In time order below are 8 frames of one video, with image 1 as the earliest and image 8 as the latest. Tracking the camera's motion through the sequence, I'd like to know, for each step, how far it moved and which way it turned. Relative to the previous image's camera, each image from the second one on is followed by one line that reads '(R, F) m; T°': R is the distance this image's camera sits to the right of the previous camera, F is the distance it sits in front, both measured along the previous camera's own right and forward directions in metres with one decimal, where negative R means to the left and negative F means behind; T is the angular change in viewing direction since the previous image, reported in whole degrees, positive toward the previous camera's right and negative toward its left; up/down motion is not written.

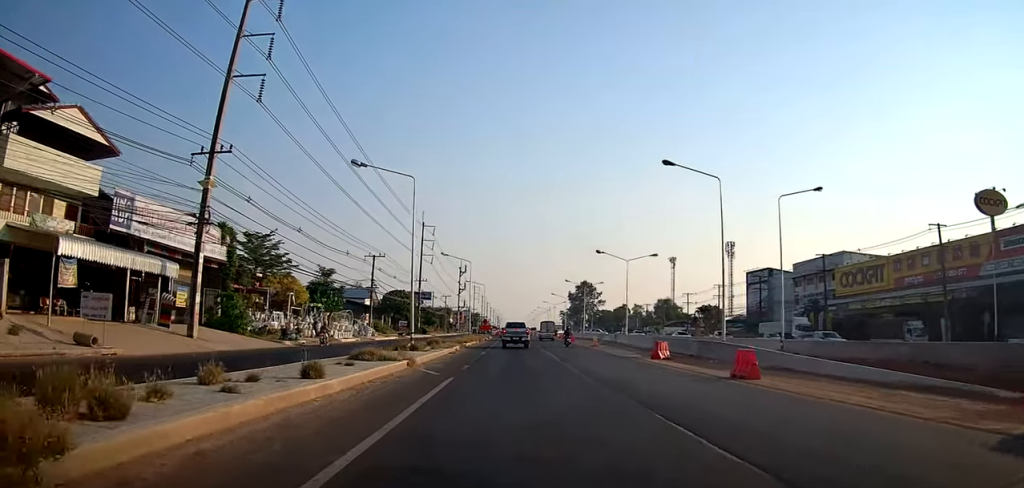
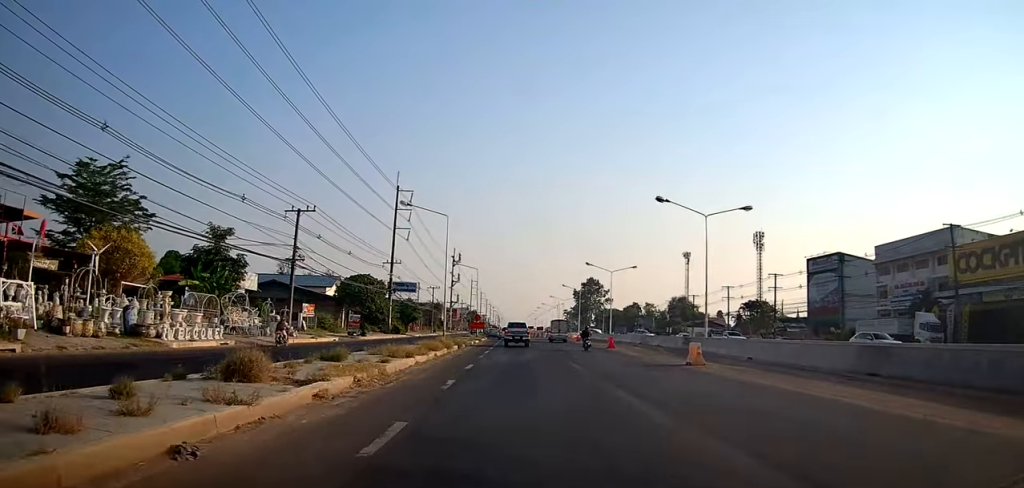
(+0.1, +24.5) m; +1°
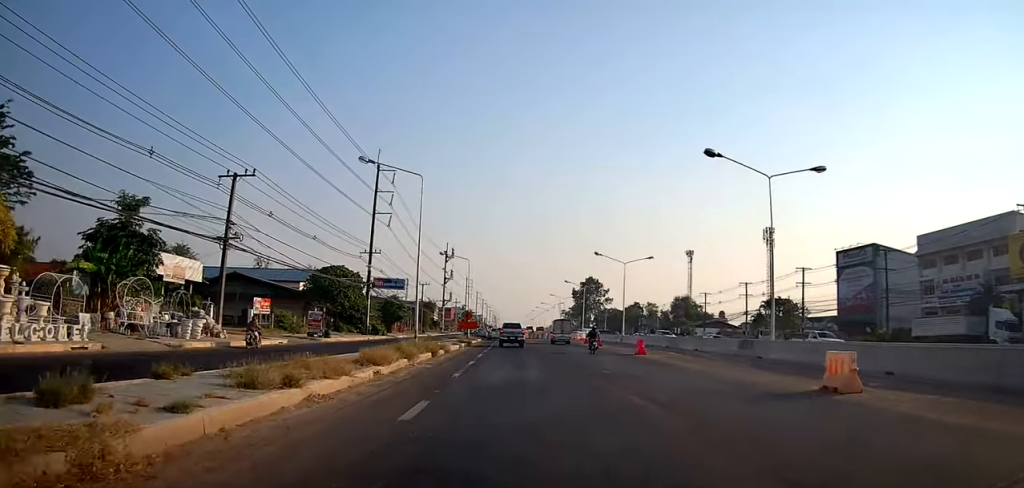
(+0.1, +10.1) m; +1°
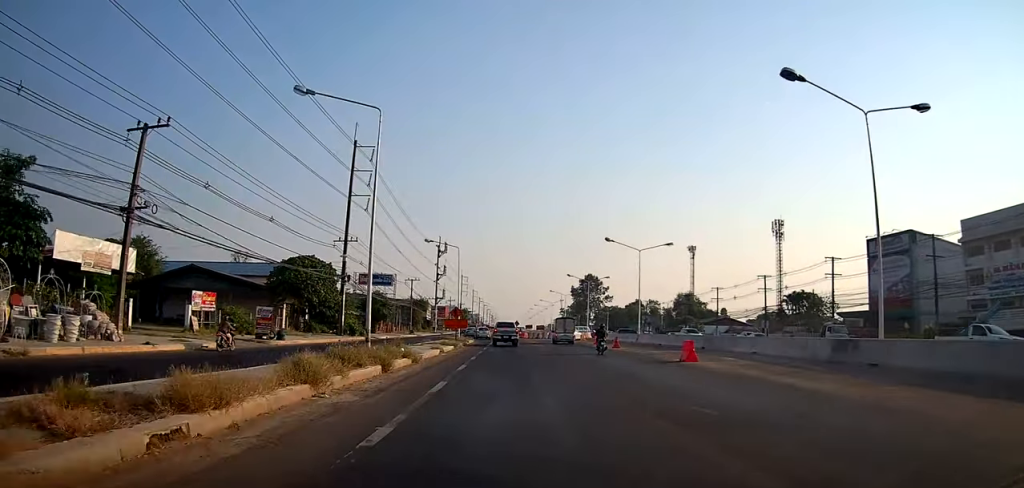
(+0.1, +8.8) m; -1°
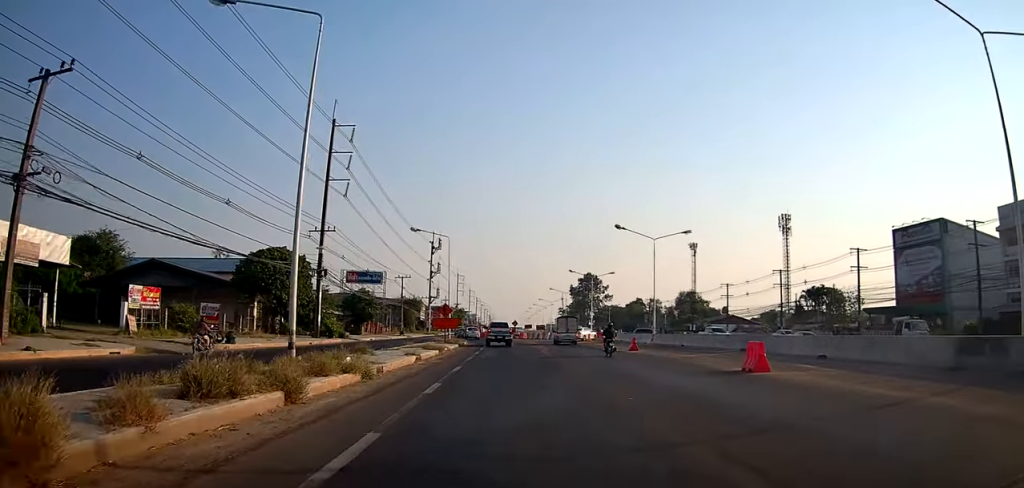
(+0.2, +6.4) m; -1°
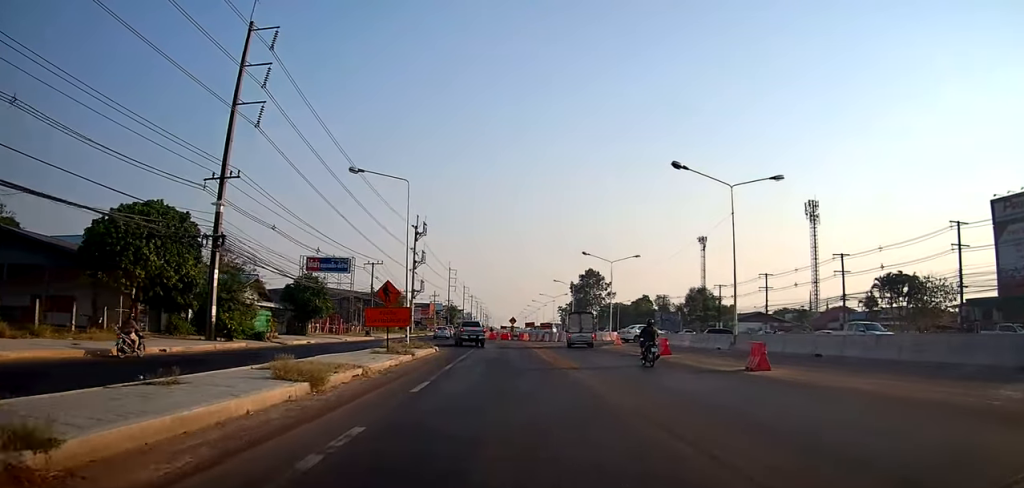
(-0.4, +17.6) m; +1°
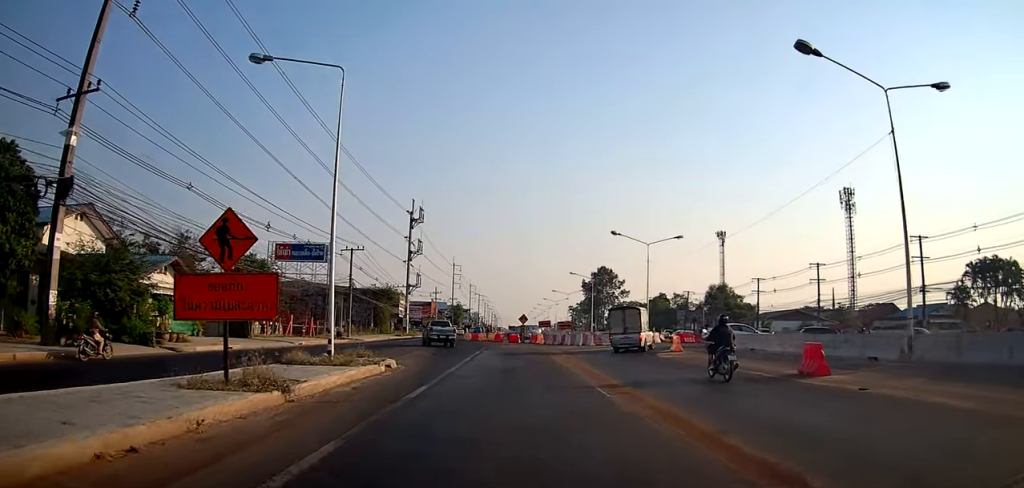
(+0.5, +13.5) m; +1°
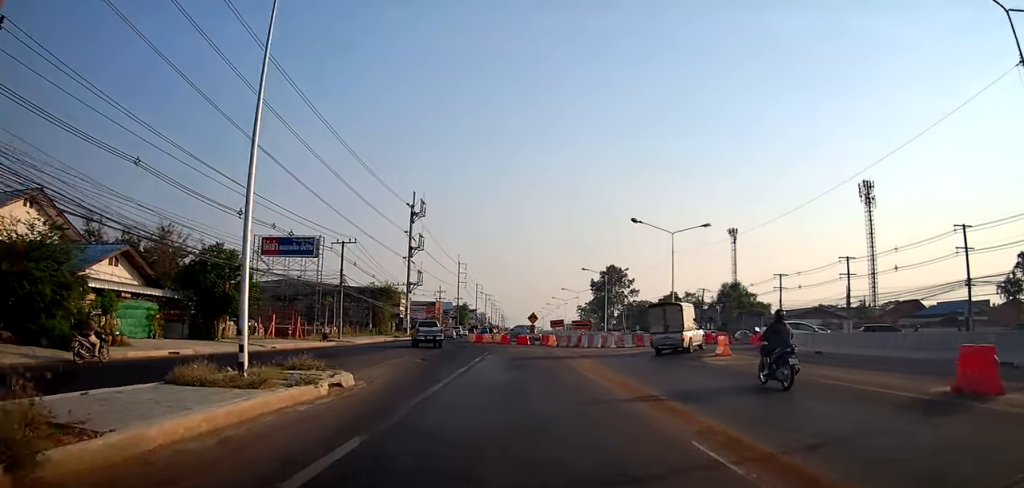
(-0.2, +5.7) m; -1°
